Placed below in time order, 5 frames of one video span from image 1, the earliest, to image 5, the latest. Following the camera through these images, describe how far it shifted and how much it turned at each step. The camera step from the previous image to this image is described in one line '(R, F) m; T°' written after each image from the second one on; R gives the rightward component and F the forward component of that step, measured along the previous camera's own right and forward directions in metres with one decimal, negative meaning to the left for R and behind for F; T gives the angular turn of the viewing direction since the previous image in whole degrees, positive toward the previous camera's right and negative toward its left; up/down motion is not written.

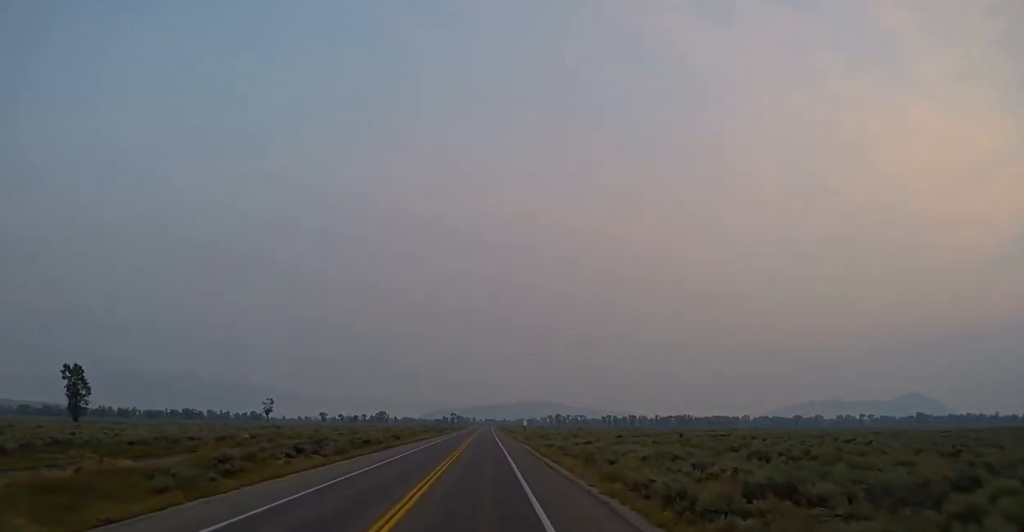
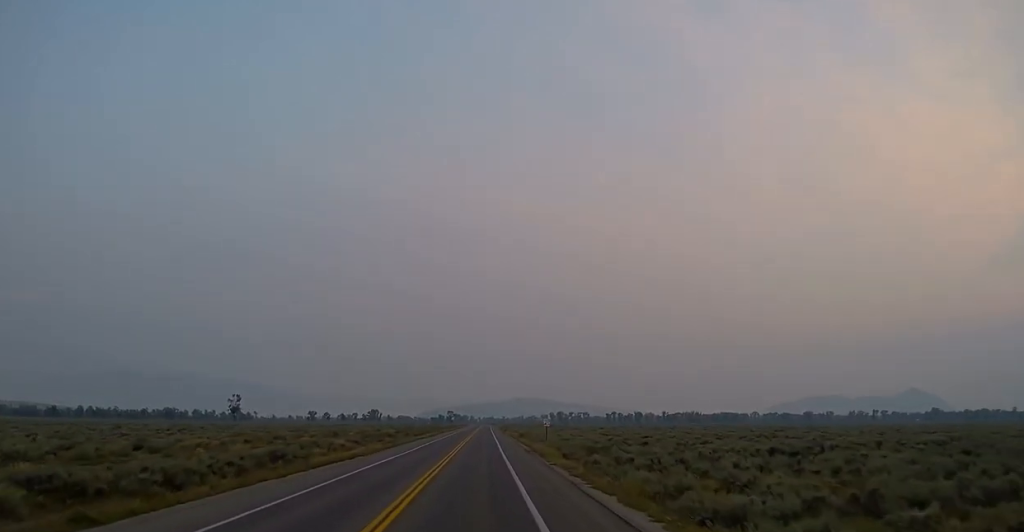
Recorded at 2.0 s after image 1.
(0.0, +46.1) m; +1°
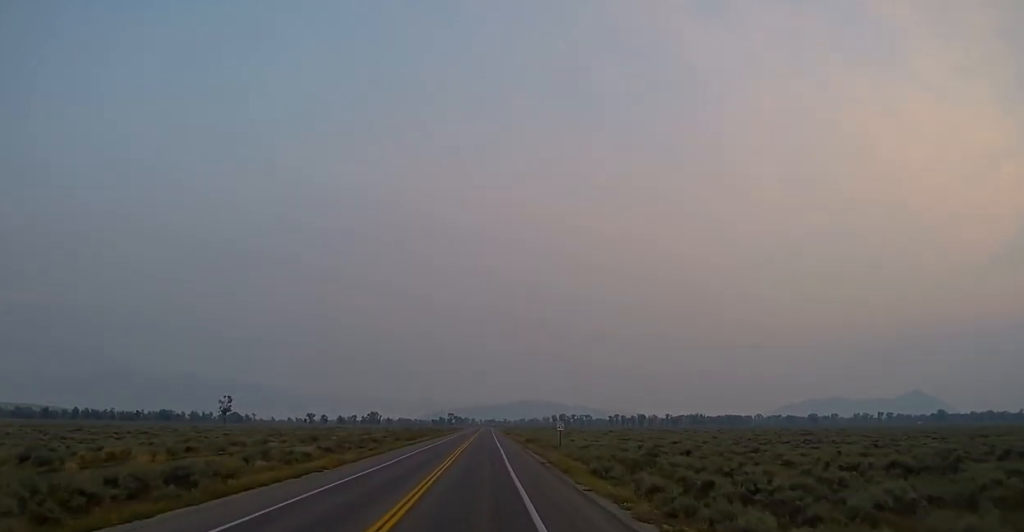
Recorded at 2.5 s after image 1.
(0.0, +11.5) m; 0°
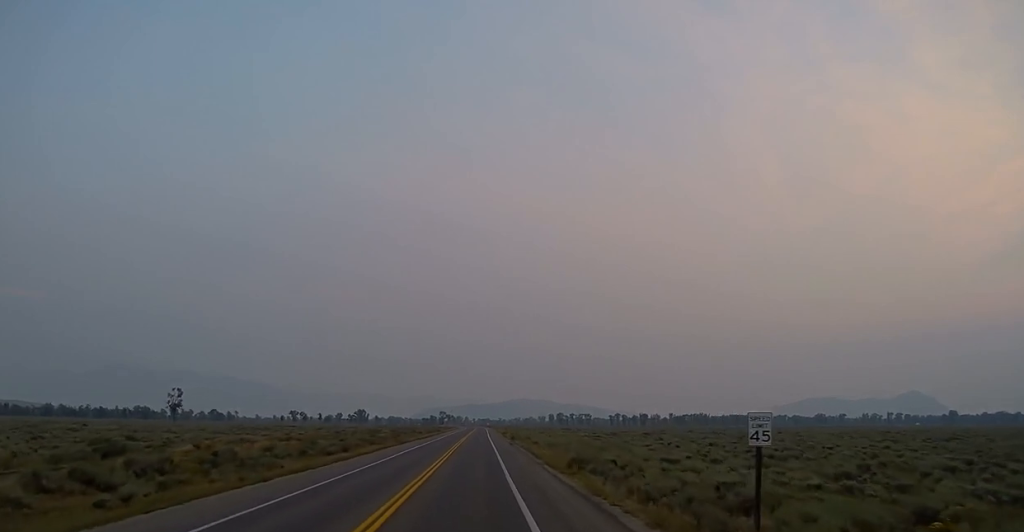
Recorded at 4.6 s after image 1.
(-0.5, +42.2) m; -1°
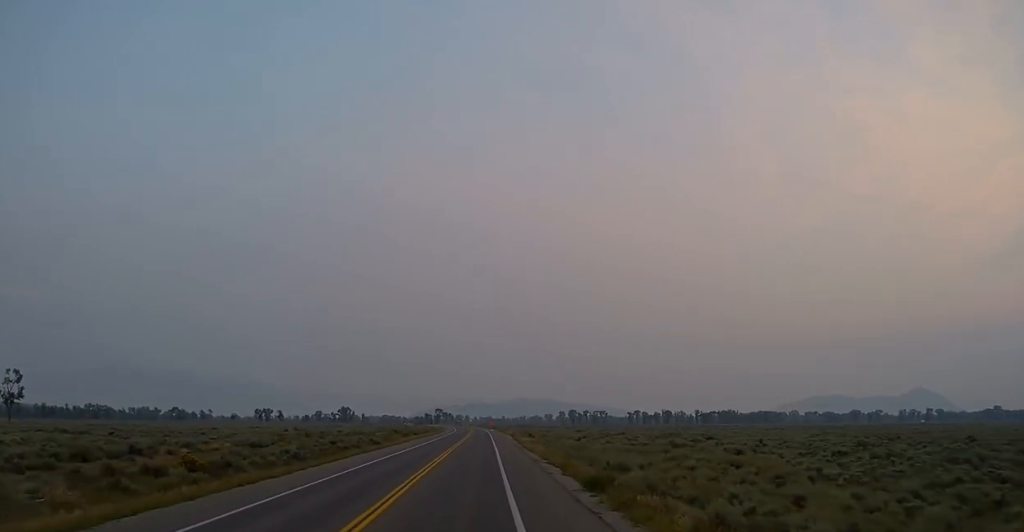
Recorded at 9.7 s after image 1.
(+1.9, +97.8) m; +1°
